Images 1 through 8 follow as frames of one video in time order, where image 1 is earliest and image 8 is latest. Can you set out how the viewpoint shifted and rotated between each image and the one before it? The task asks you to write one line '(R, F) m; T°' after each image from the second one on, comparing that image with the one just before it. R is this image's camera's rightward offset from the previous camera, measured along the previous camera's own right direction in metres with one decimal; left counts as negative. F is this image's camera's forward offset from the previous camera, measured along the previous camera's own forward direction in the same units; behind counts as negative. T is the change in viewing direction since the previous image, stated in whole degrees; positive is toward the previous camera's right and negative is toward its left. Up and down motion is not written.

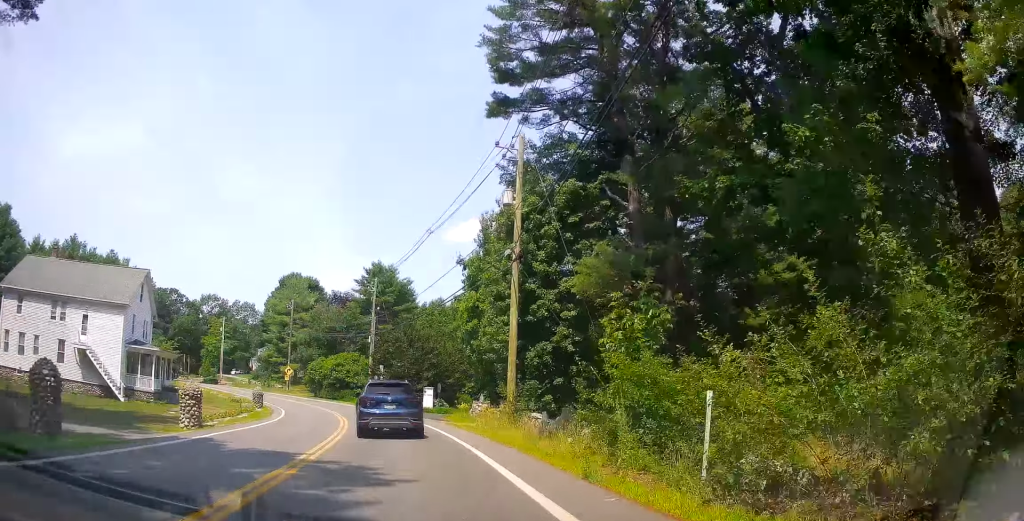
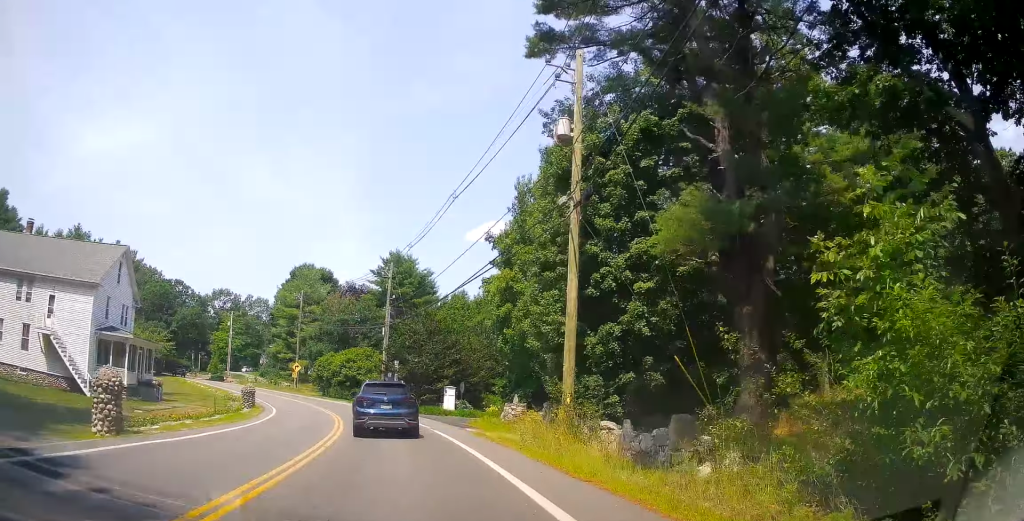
(-0.2, +6.6) m; -1°
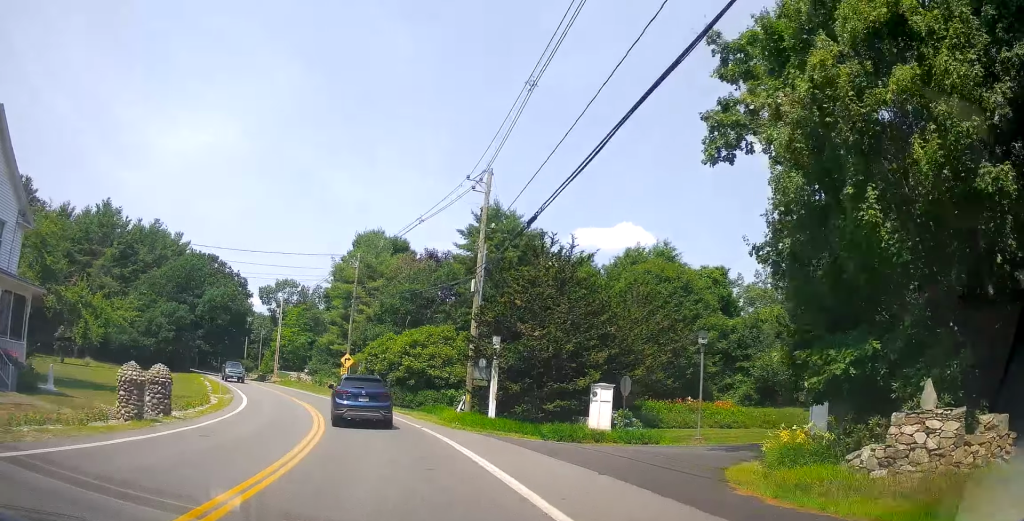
(-1.7, +22.2) m; -15°
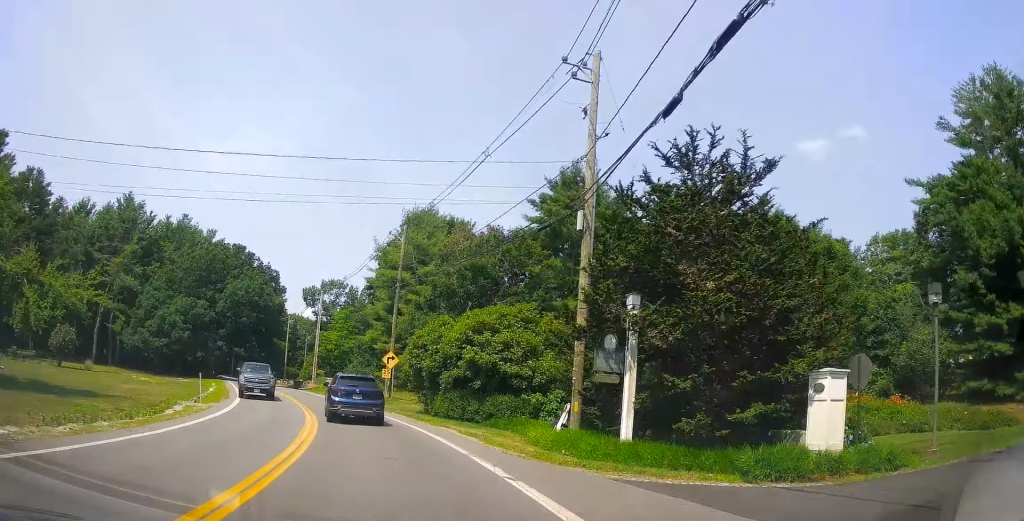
(-1.5, +11.1) m; -8°
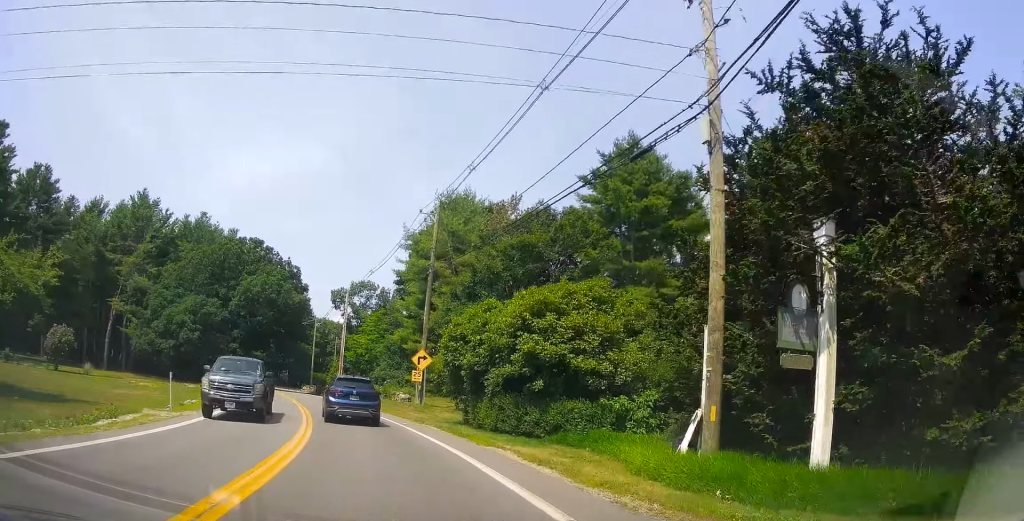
(0.0, +6.3) m; 0°
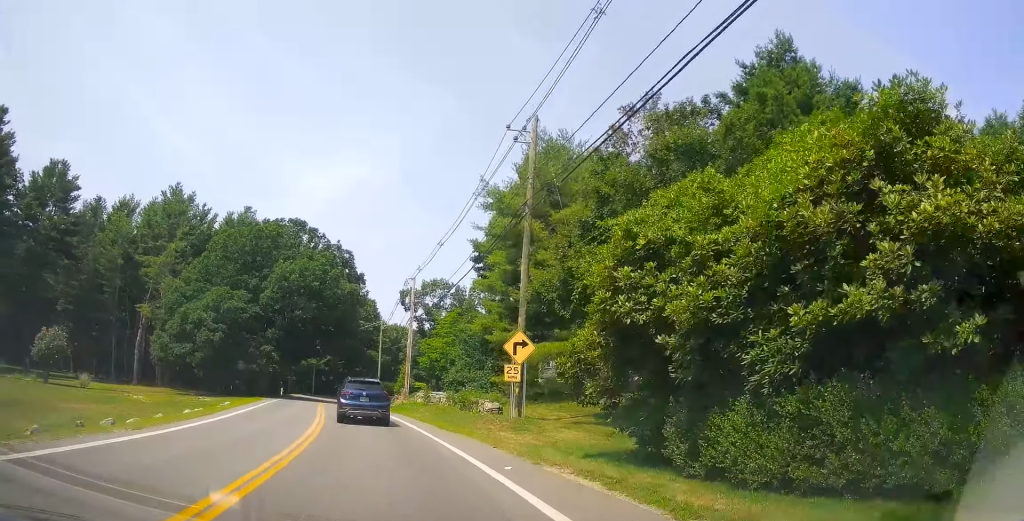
(0.0, +12.5) m; 0°
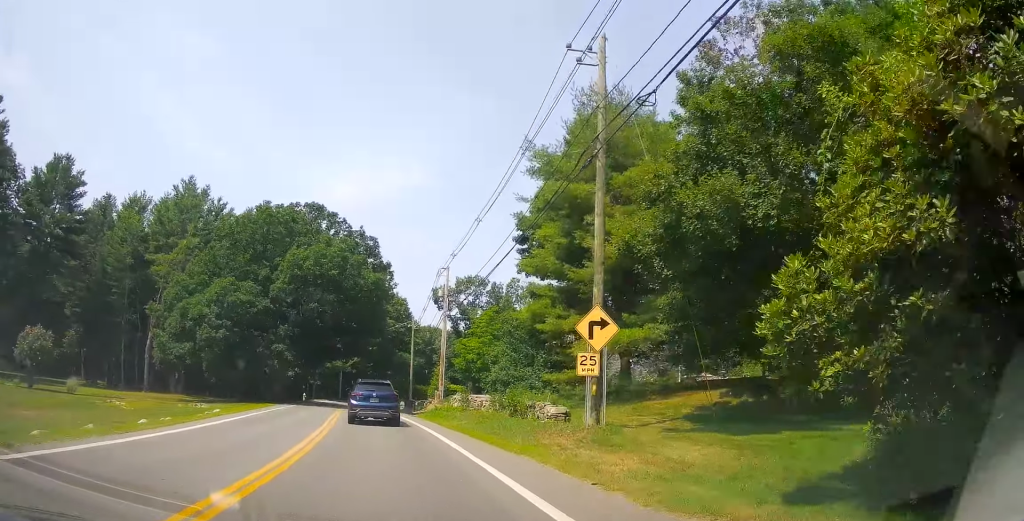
(0.0, +6.2) m; 0°
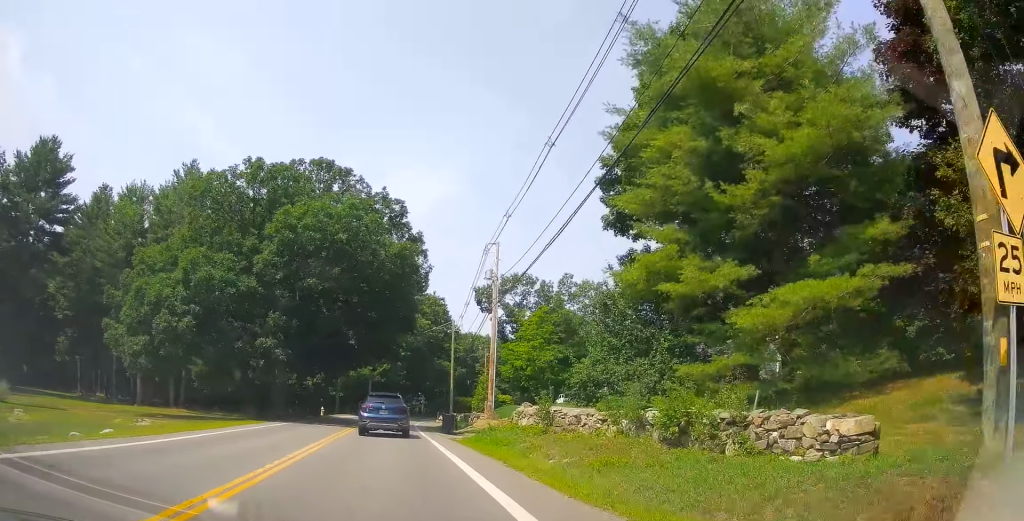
(0.0, +11.8) m; -4°
